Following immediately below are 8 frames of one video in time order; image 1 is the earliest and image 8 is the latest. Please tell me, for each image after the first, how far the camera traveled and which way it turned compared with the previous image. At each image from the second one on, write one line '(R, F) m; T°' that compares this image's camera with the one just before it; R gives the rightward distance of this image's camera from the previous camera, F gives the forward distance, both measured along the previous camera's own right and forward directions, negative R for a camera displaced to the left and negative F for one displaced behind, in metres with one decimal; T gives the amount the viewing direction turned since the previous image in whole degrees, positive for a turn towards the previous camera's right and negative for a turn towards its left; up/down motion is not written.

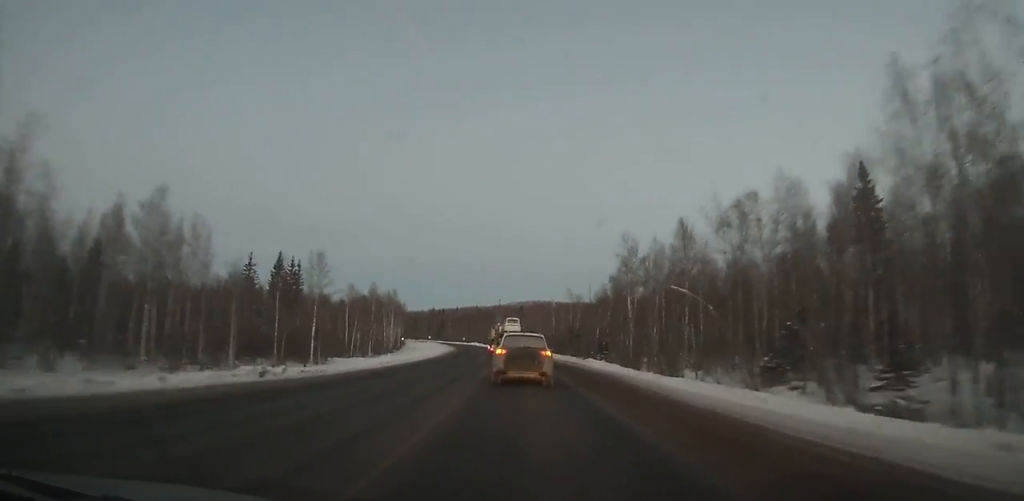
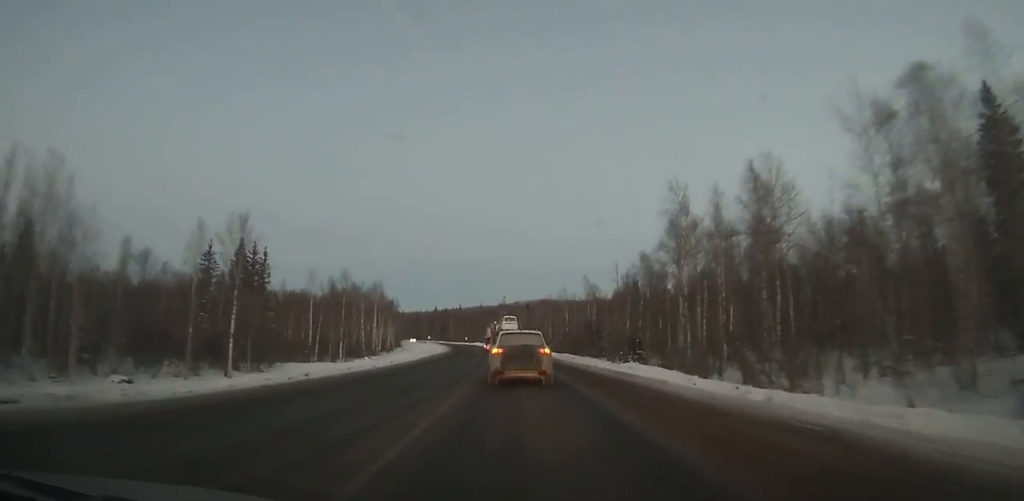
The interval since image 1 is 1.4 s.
(0.0, +18.3) m; -1°
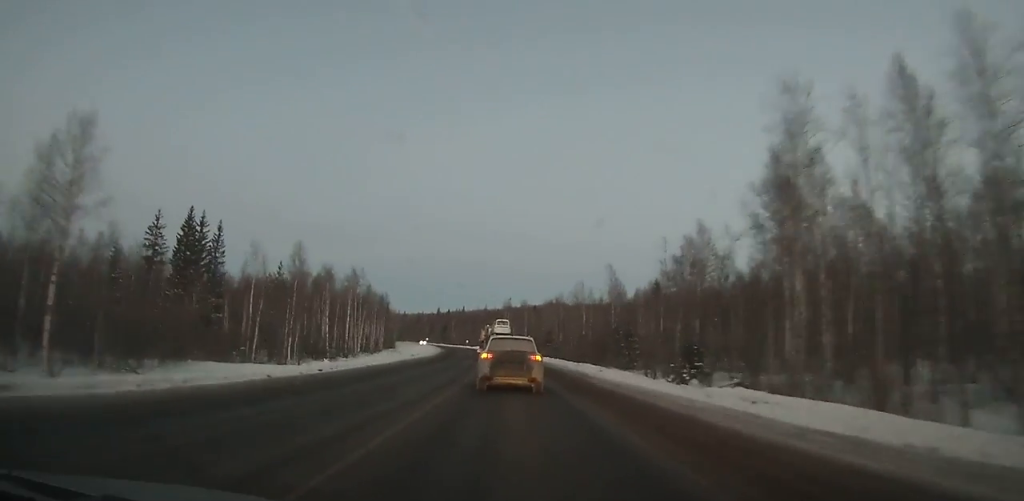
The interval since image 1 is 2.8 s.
(-0.3, +18.2) m; -1°
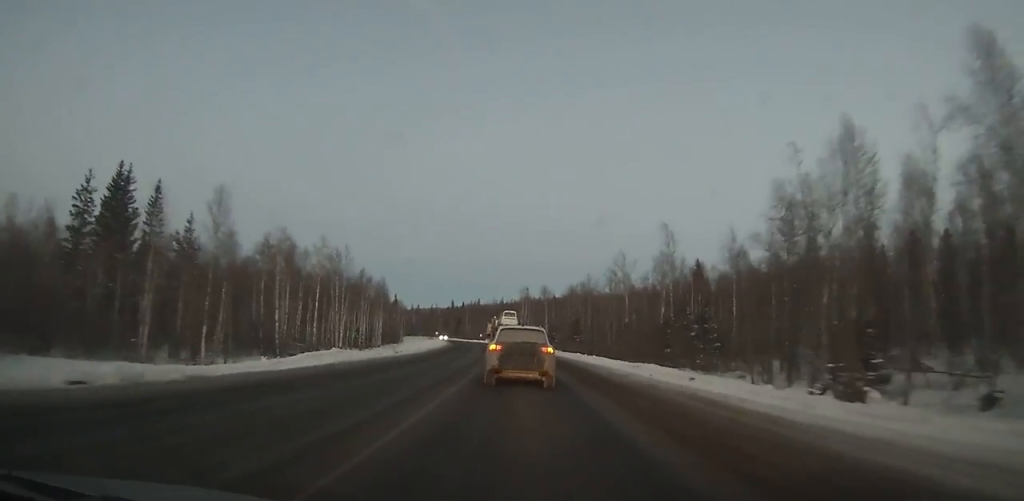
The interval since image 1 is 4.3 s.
(-0.2, +19.5) m; -2°
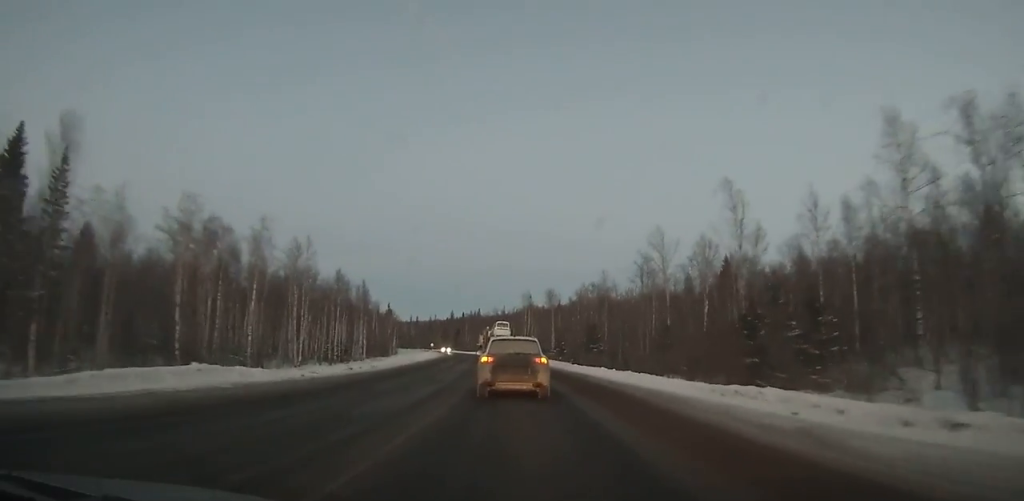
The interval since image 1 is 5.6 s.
(-0.2, +17.1) m; -1°
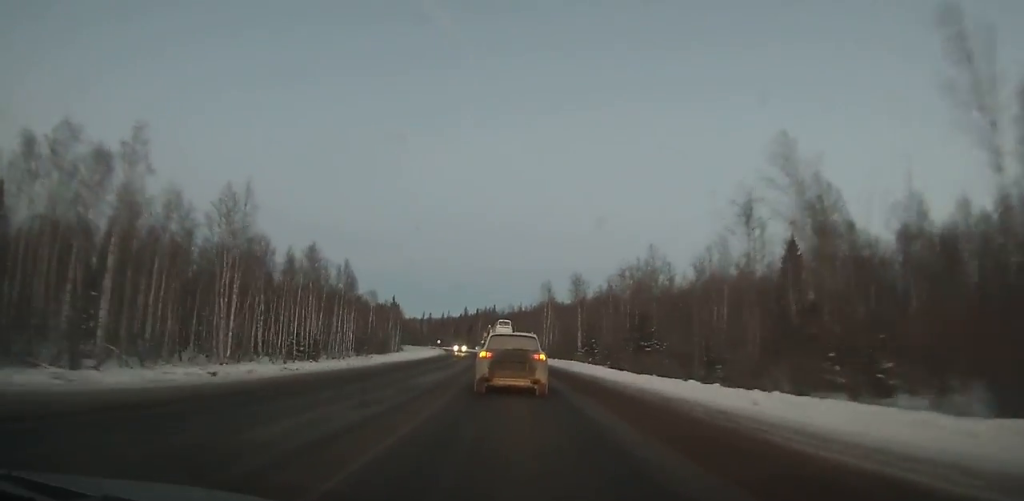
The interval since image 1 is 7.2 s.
(-0.2, +21.1) m; -1°
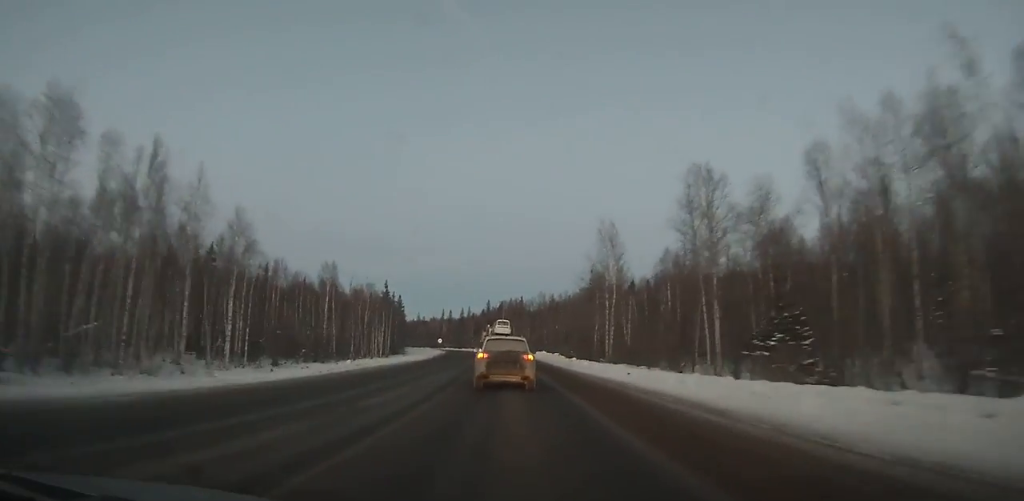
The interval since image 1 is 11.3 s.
(-1.6, +55.1) m; -3°
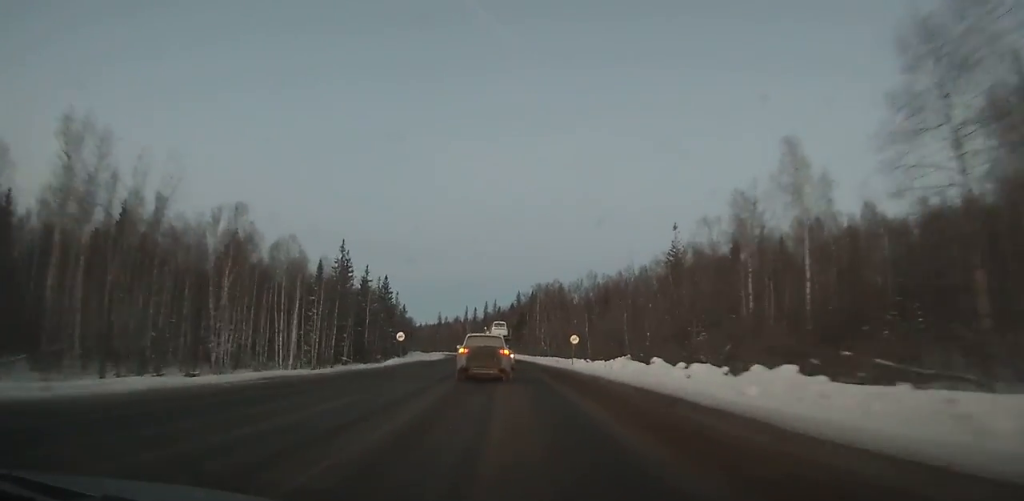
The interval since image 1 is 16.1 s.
(-2.0, +64.4) m; -3°
